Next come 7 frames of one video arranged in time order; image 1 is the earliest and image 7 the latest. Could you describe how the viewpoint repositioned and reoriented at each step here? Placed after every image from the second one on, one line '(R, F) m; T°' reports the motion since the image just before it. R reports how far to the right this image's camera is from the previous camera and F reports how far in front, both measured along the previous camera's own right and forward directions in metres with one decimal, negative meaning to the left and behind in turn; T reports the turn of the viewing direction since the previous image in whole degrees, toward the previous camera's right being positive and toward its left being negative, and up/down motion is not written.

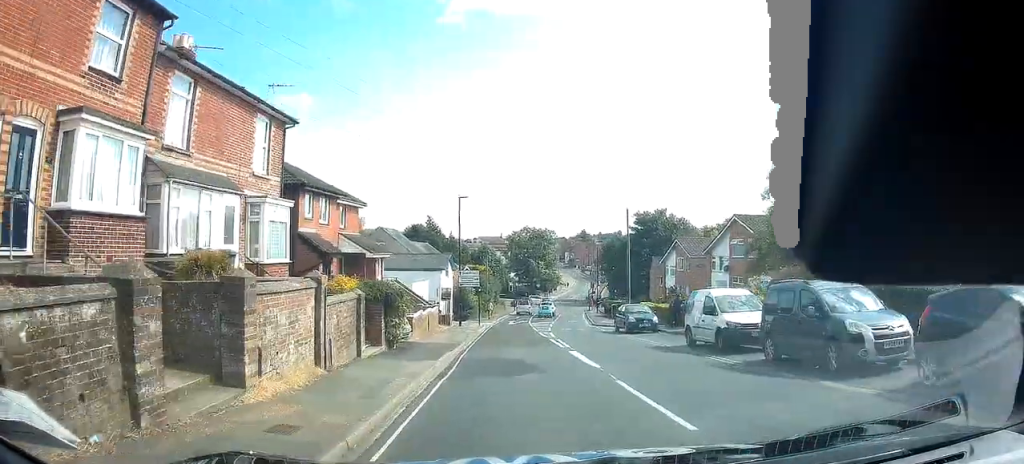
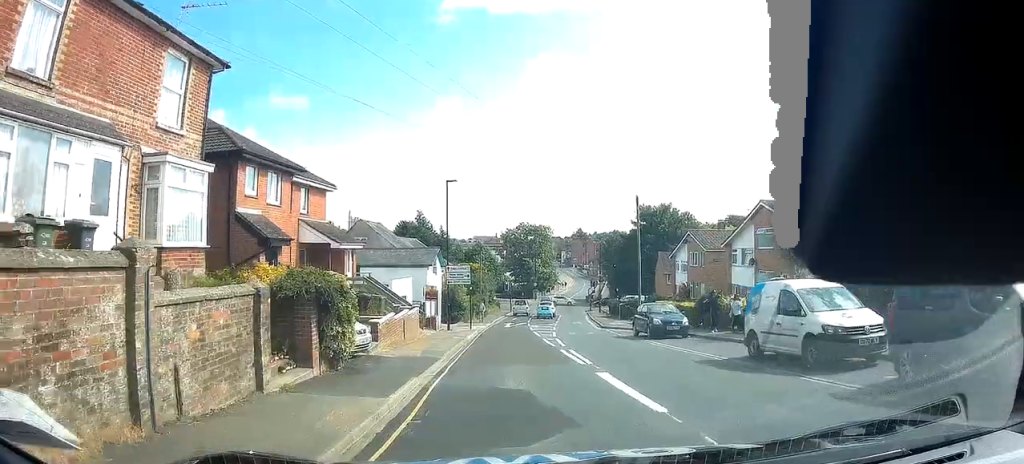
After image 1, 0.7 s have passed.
(0.0, +5.7) m; 0°
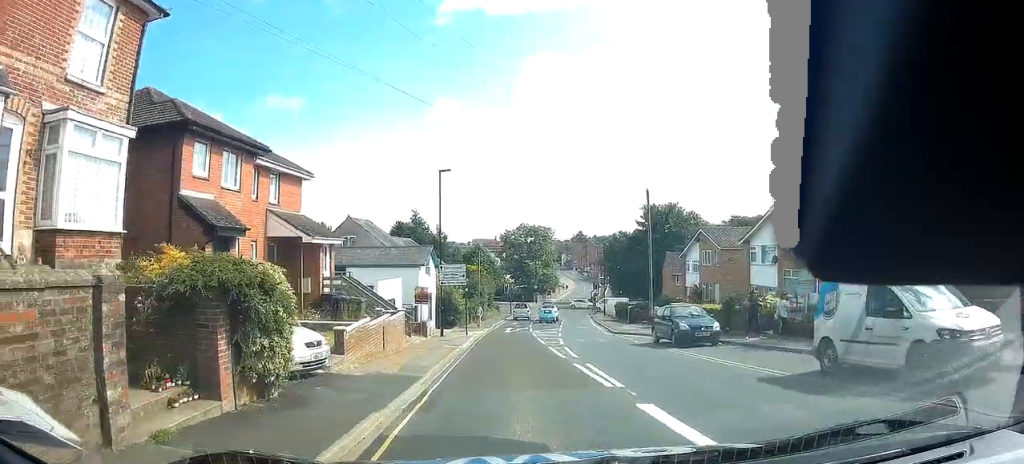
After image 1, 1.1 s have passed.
(0.0, +3.7) m; 0°
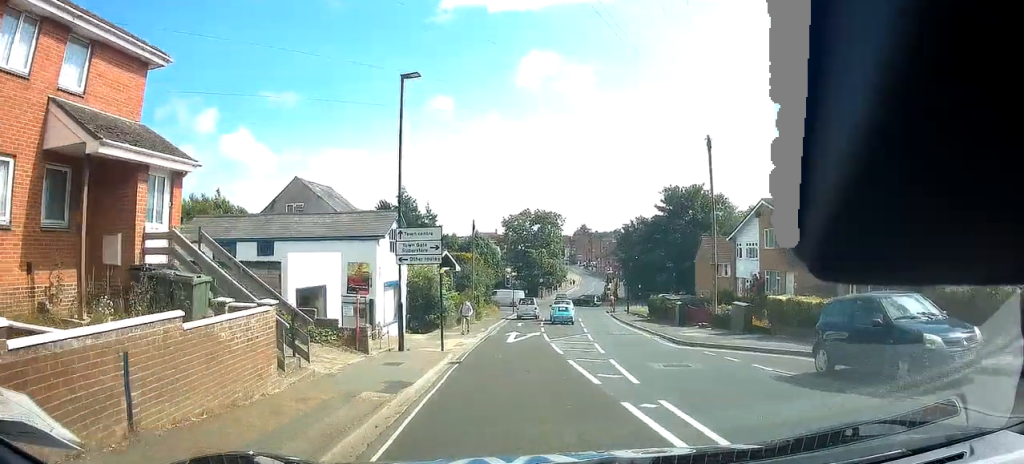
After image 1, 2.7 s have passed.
(+0.1, +12.8) m; 0°
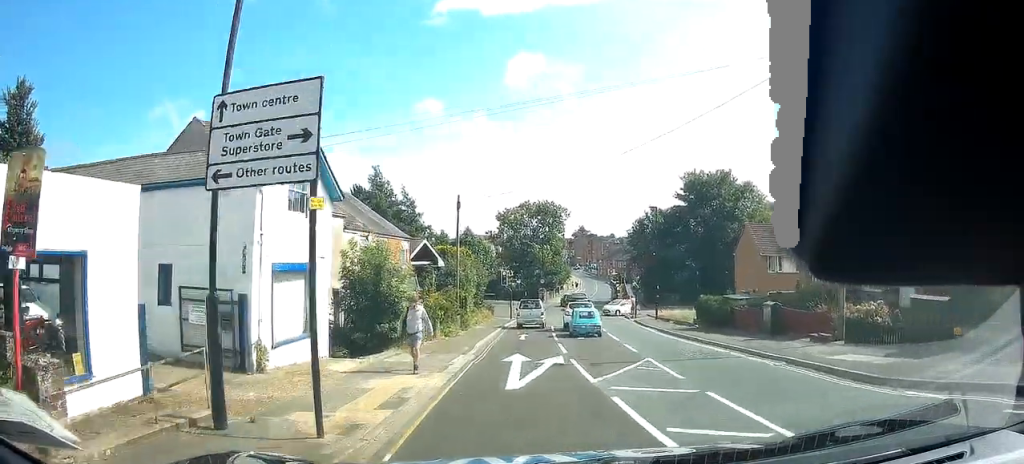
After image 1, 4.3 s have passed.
(-0.1, +12.8) m; -4°
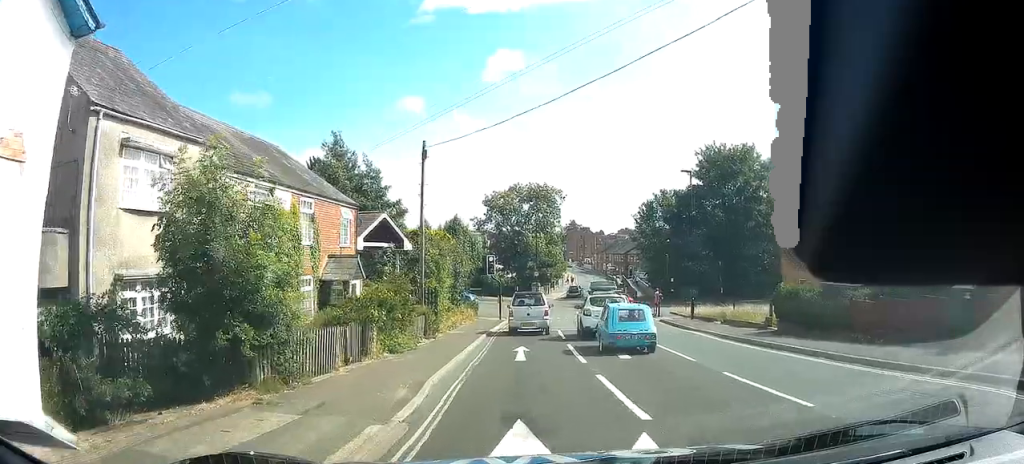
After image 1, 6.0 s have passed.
(-0.7, +13.2) m; -2°
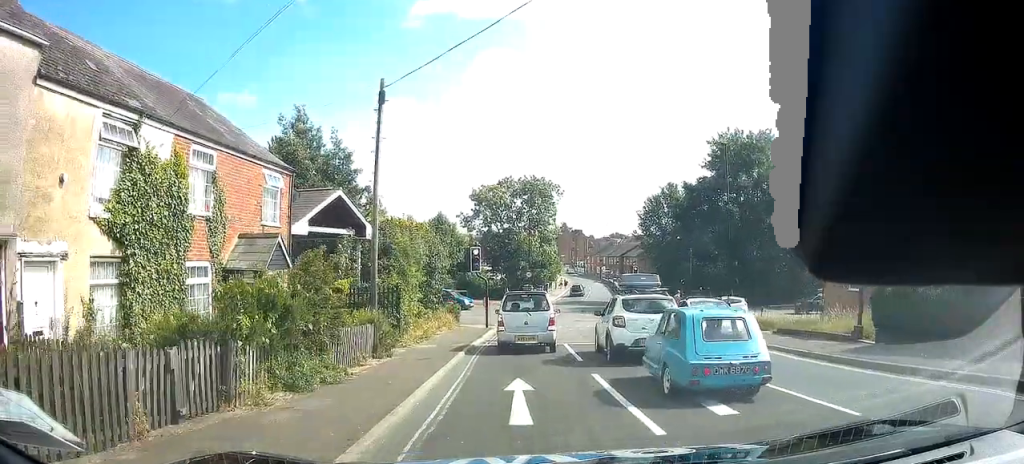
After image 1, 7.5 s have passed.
(+0.5, +9.6) m; +6°
